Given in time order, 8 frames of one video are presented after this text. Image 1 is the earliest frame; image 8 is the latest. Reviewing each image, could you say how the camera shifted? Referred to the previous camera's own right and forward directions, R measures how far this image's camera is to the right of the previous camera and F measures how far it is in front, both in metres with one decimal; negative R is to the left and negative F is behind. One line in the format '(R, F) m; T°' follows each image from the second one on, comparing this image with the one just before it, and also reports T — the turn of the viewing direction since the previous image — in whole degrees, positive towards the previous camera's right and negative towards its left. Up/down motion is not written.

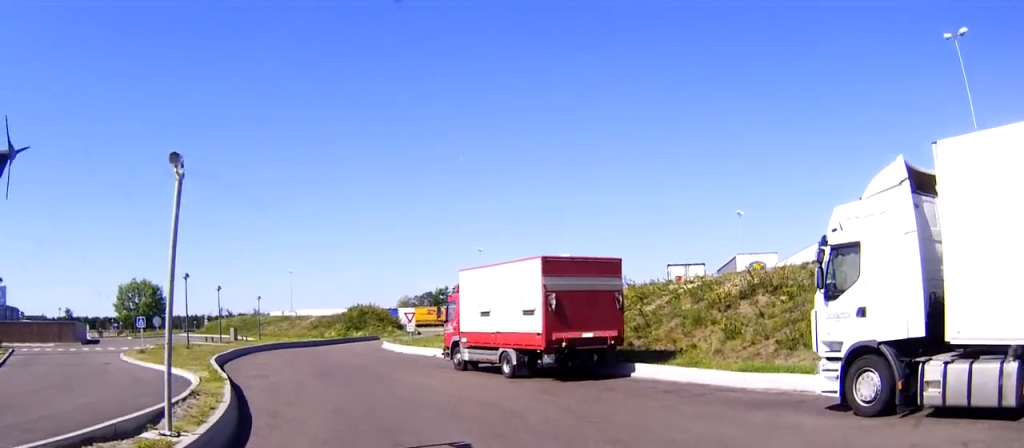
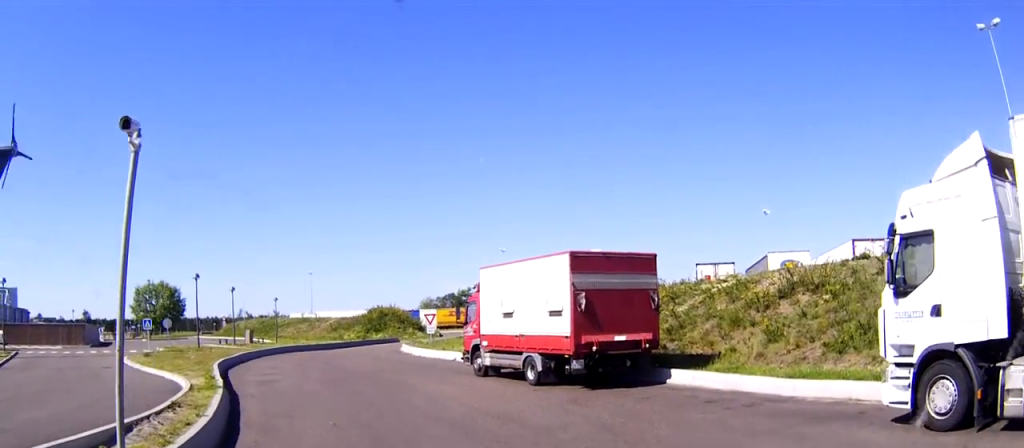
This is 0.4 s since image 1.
(0.0, +1.8) m; -1°
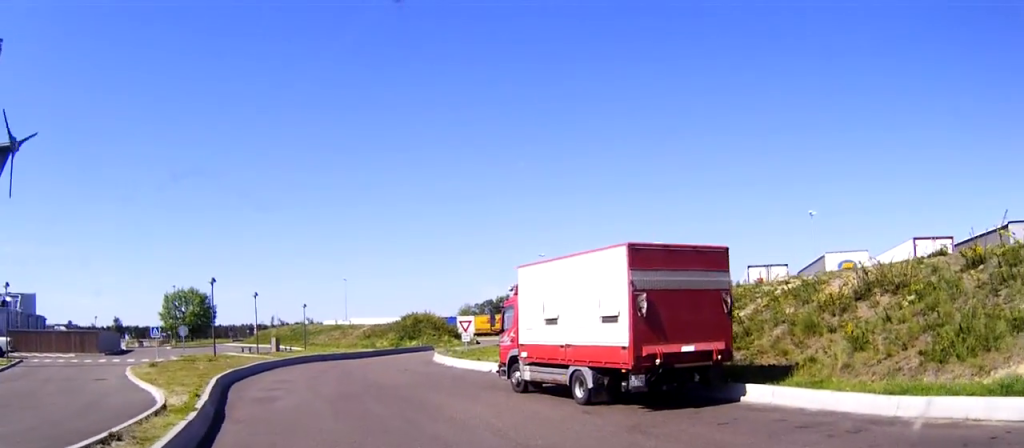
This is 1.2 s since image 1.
(0.0, +3.4) m; -1°
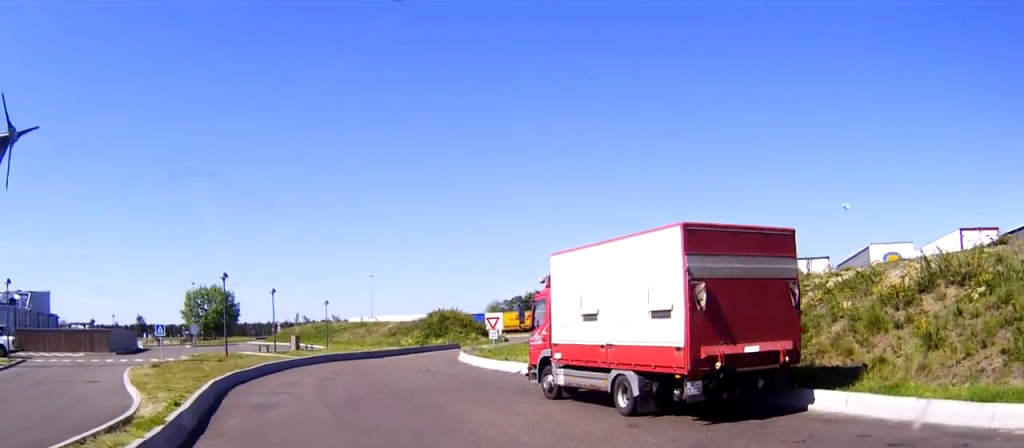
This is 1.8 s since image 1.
(0.0, +2.4) m; -1°
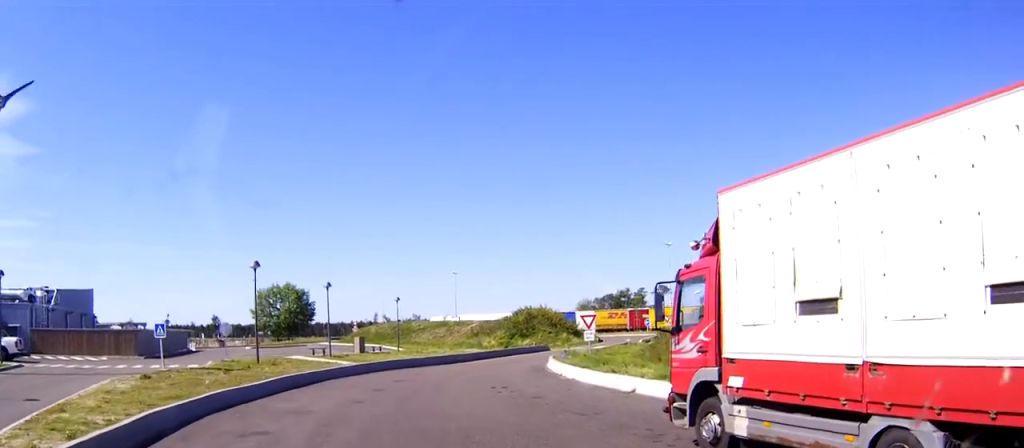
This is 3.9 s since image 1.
(-0.2, +8.0) m; -4°
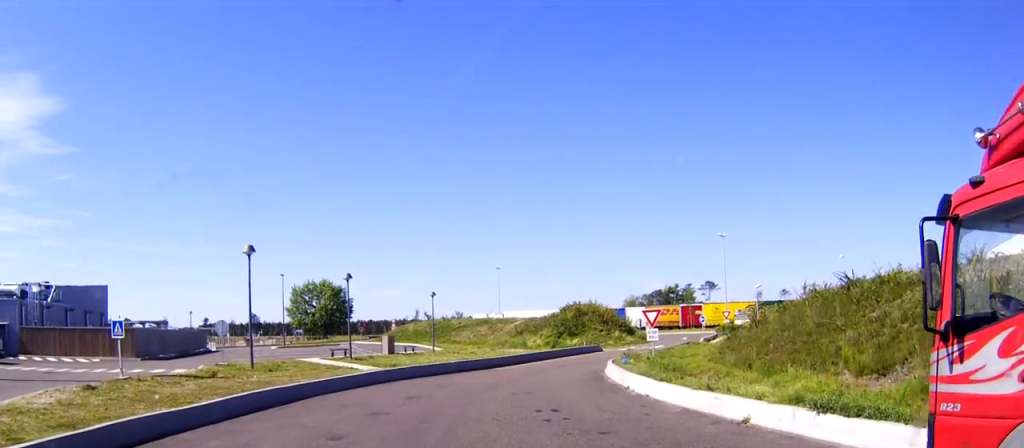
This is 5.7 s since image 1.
(-0.3, +6.5) m; -4°
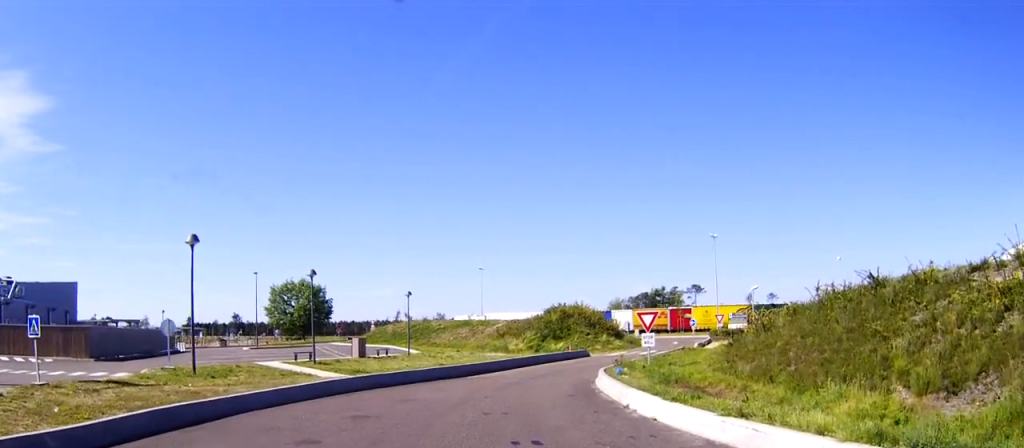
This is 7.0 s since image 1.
(+0.1, +4.2) m; +5°
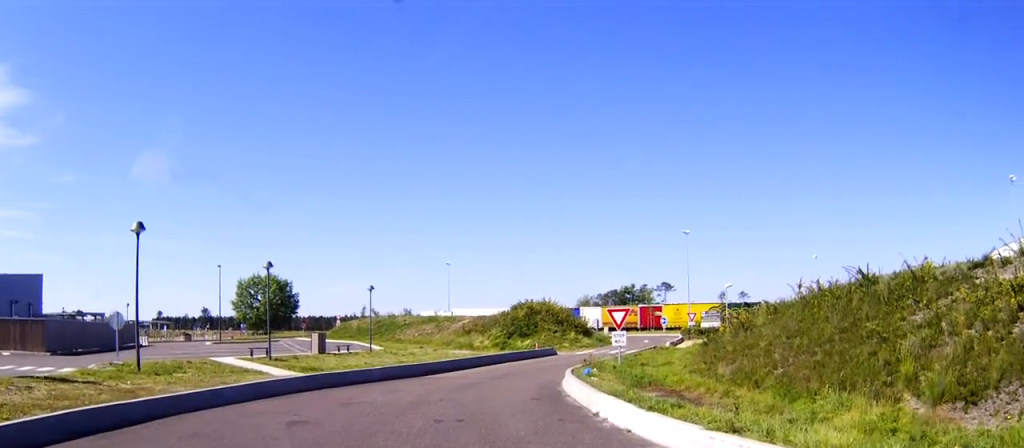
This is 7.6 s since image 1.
(+0.1, +1.9) m; +2°
